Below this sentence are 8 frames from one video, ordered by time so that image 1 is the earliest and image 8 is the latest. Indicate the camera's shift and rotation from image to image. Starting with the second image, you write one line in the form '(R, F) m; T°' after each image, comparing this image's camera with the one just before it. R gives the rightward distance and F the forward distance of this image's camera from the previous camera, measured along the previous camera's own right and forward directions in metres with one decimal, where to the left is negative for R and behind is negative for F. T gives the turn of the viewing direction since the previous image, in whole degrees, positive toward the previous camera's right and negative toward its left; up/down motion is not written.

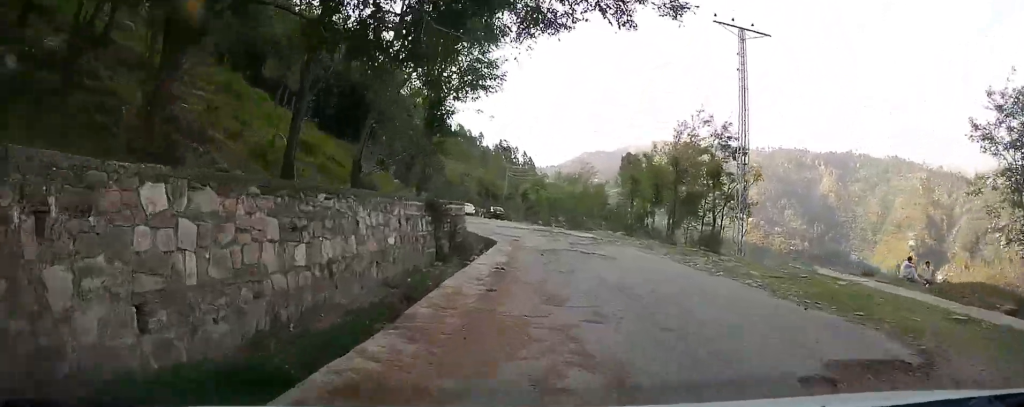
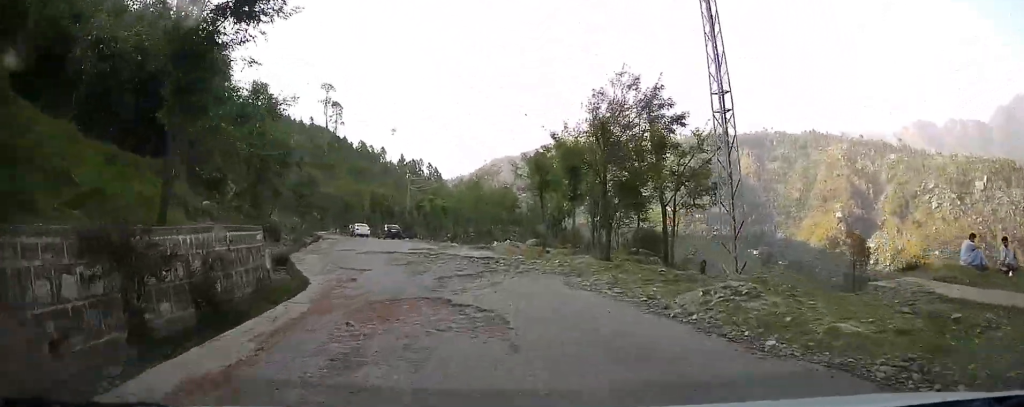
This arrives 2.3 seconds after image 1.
(-0.2, +8.0) m; +2°
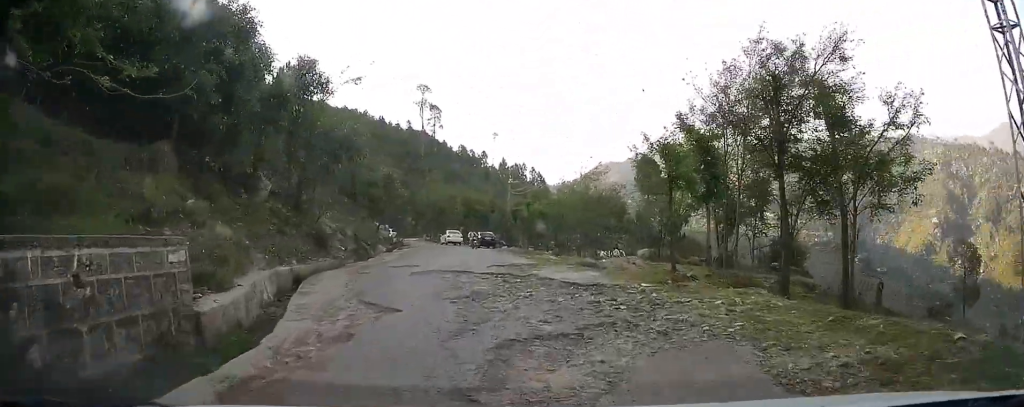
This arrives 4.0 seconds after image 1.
(+0.2, +5.9) m; -2°
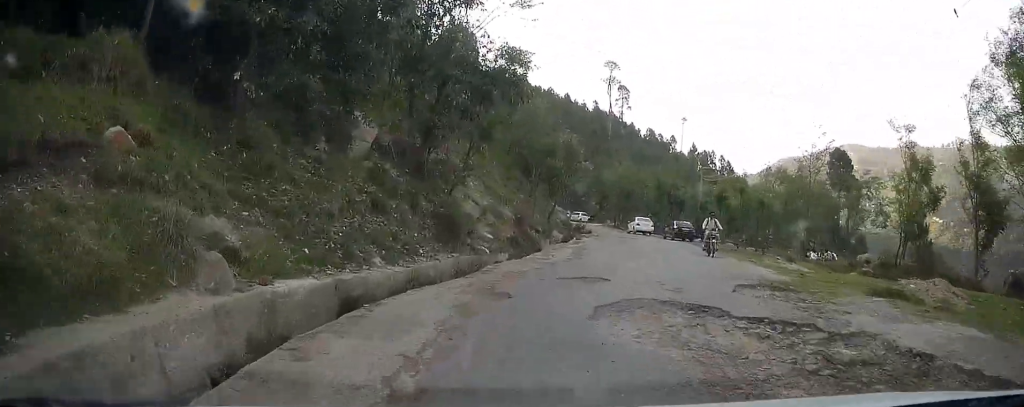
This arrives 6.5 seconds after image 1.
(-0.9, +8.6) m; -13°
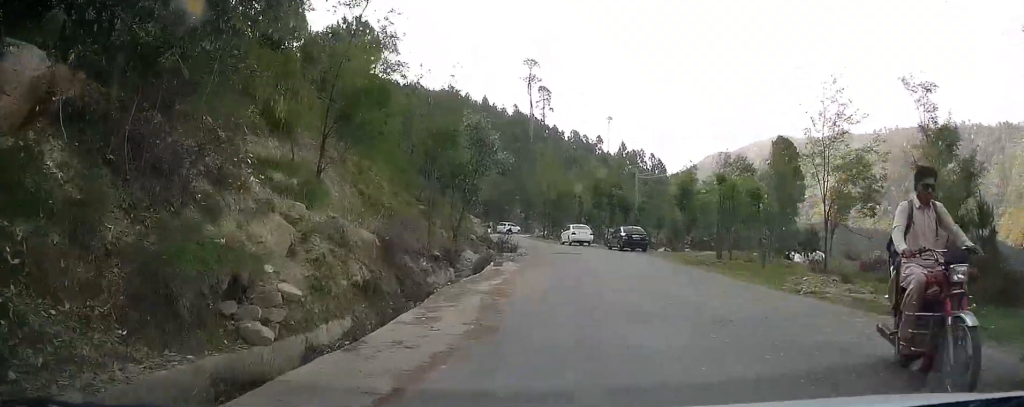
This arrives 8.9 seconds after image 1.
(-0.8, +8.5) m; -1°
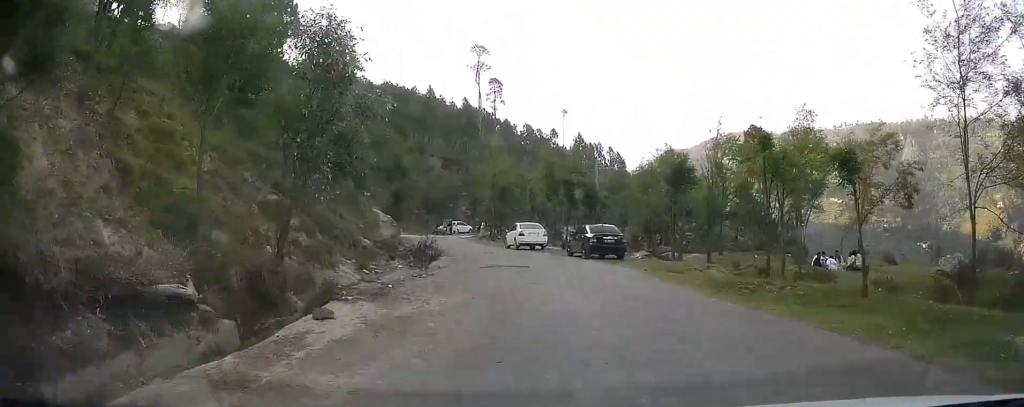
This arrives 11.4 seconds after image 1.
(+1.0, +9.3) m; +8°
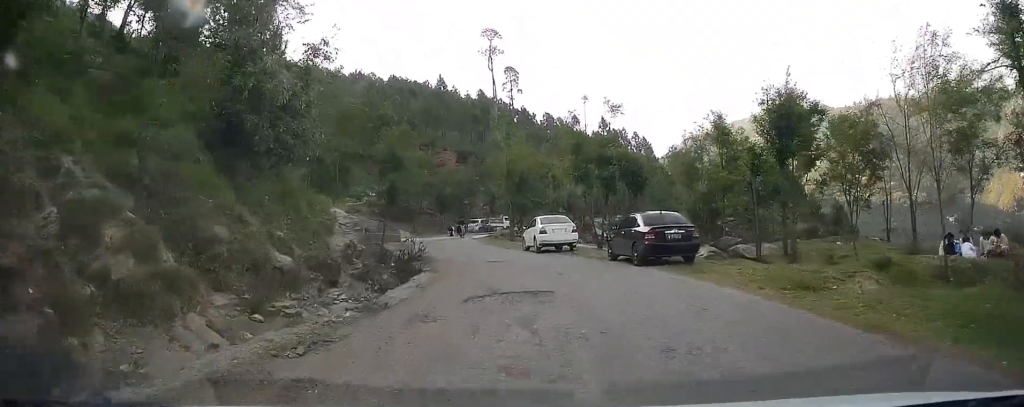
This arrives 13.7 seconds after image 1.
(0.0, +8.4) m; -2°
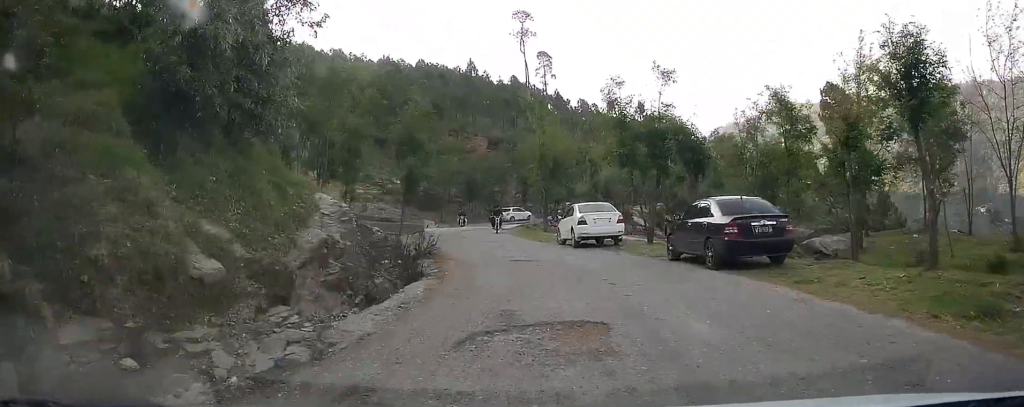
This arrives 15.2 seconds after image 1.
(-0.2, +5.2) m; -1°
